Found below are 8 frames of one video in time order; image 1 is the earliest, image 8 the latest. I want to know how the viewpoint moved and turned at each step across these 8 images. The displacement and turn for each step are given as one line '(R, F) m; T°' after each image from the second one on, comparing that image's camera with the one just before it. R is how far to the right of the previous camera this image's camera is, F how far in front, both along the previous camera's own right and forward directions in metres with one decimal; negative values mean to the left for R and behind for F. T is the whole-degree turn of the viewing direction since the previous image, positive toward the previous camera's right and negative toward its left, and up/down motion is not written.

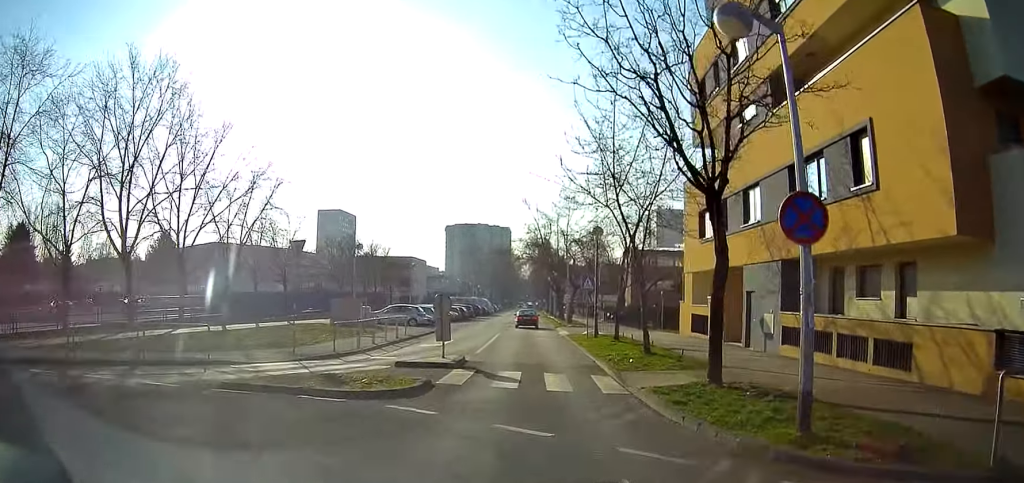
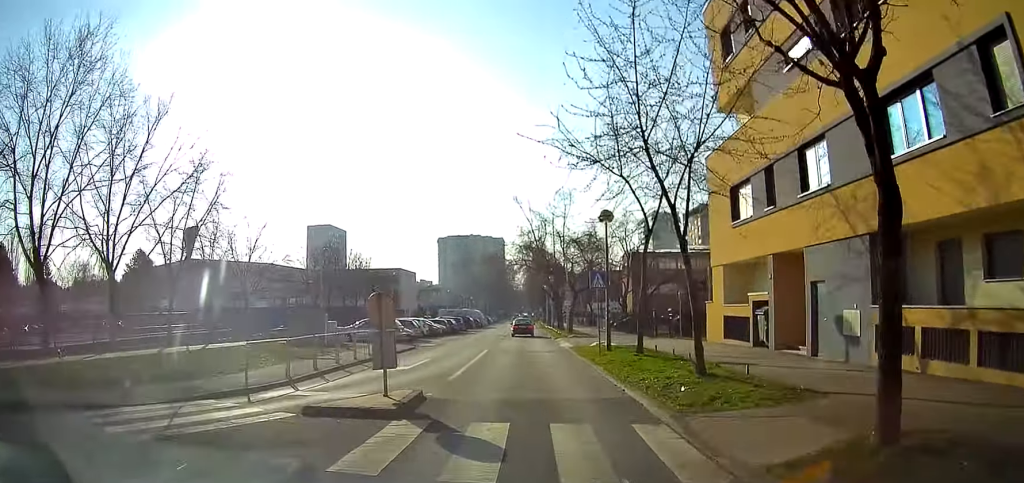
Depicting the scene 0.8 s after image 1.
(0.0, +6.6) m; +1°
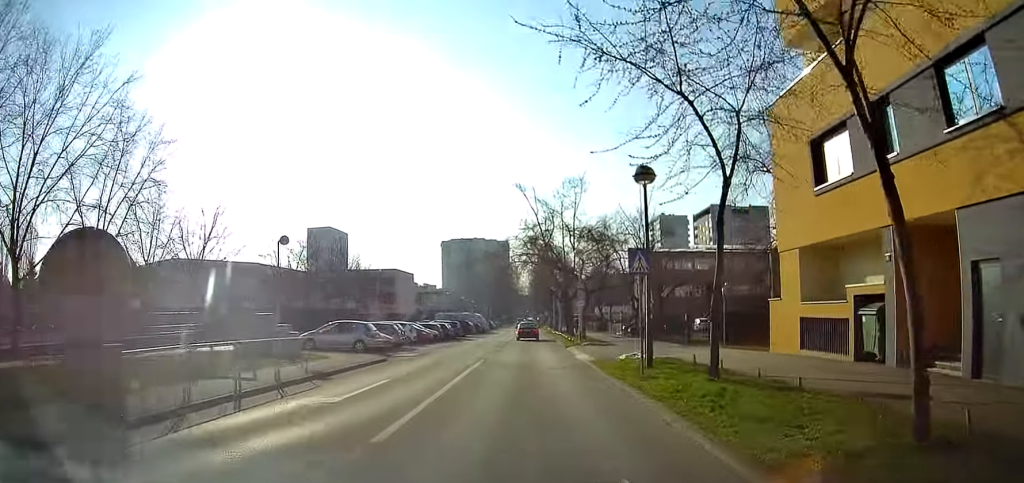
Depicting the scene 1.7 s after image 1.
(+0.1, +7.2) m; +1°
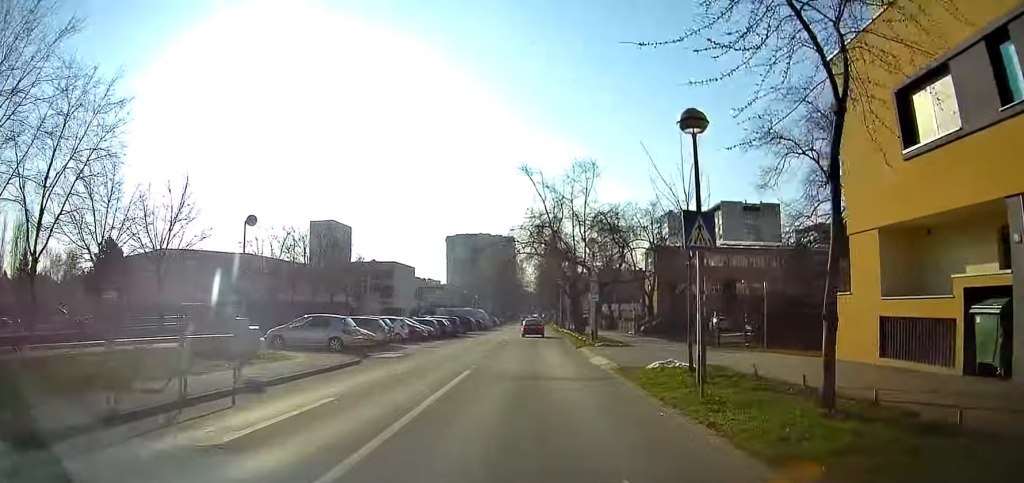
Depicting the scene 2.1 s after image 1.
(0.0, +4.3) m; 0°
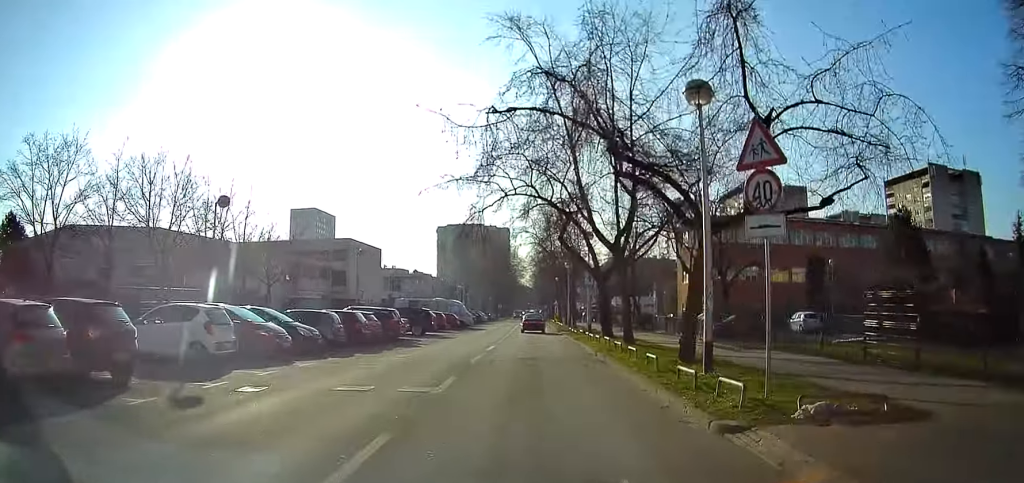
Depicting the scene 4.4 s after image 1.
(-0.7, +23.6) m; -4°
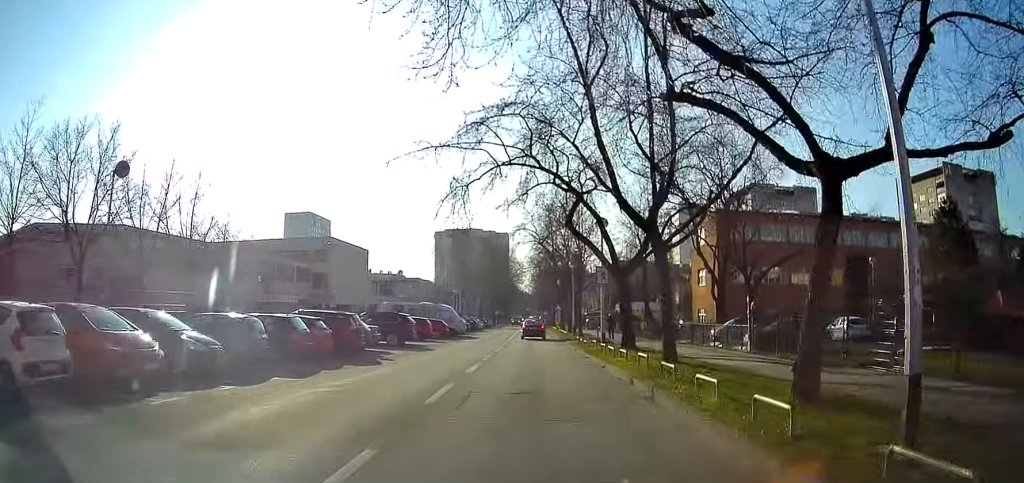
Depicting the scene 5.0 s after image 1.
(0.0, +7.1) m; 0°
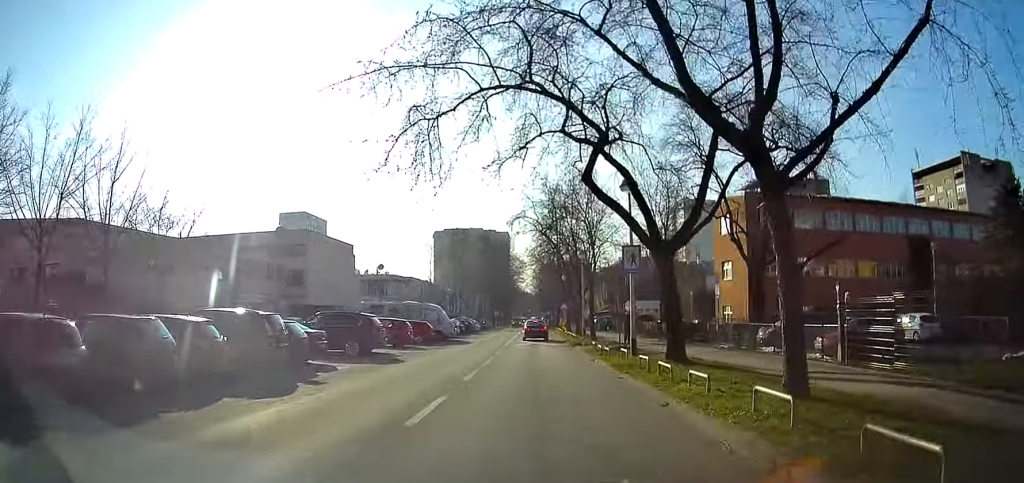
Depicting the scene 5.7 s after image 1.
(0.0, +7.8) m; 0°
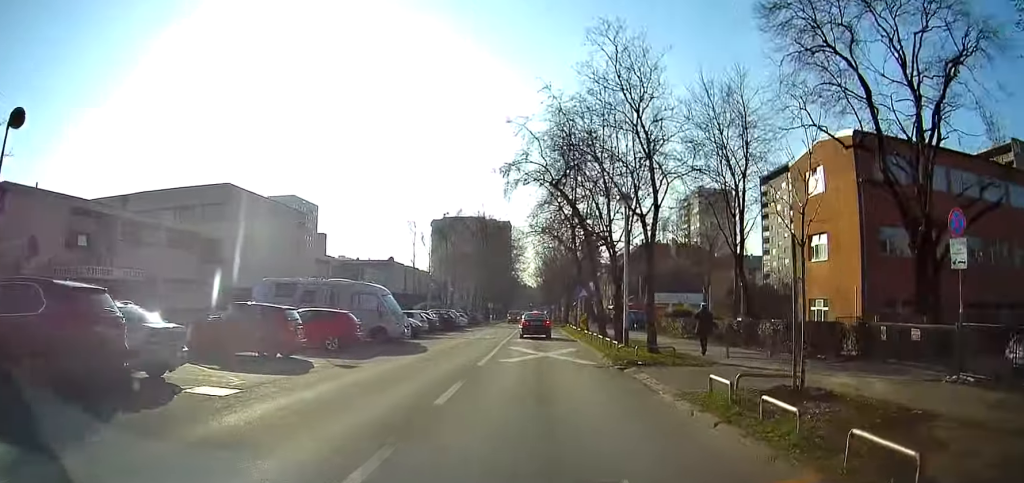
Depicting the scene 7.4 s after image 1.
(-0.1, +17.6) m; -1°
